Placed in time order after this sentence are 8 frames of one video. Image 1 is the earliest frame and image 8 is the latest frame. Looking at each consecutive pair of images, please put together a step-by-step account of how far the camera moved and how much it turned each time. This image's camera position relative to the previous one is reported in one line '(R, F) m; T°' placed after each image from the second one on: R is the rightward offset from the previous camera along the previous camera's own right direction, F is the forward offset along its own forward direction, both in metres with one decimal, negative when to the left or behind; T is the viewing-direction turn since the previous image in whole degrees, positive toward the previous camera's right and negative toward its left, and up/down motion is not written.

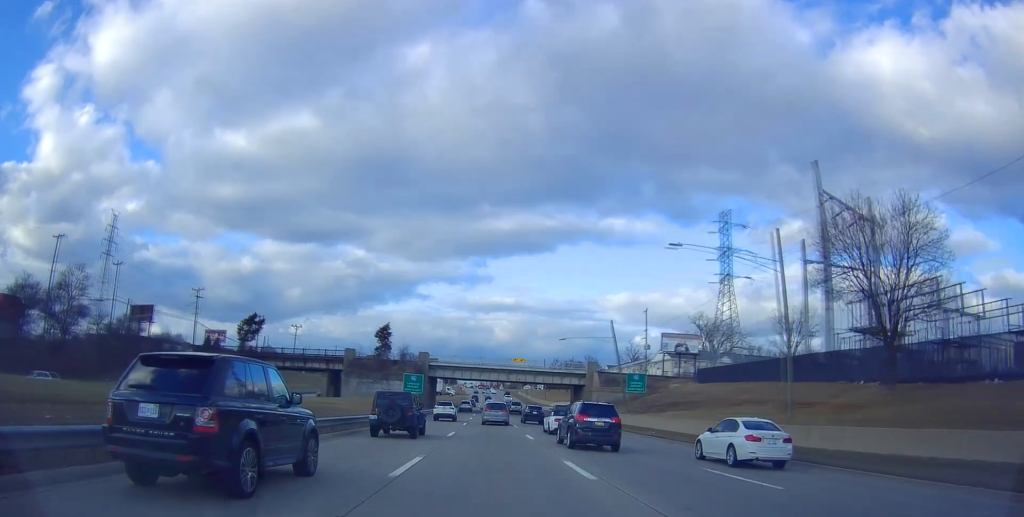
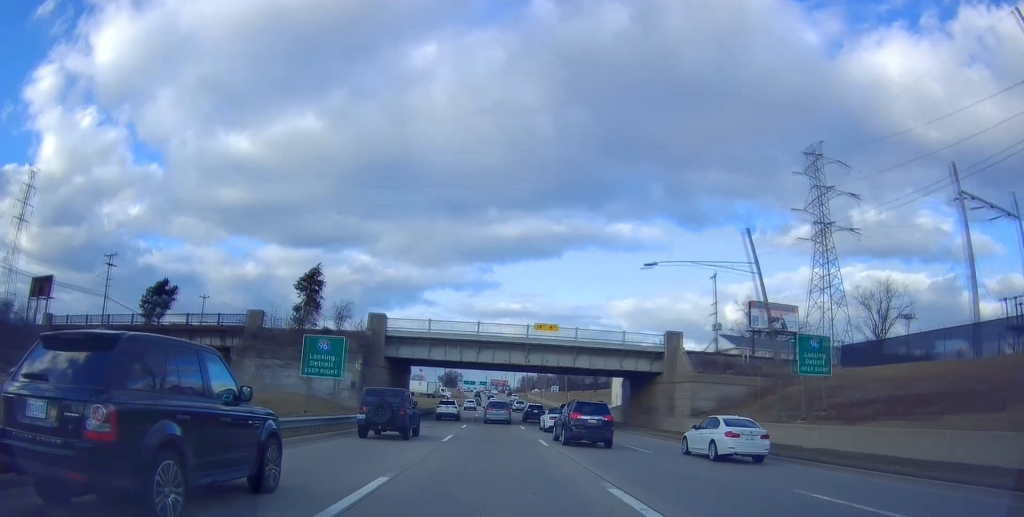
(-0.8, +36.9) m; -1°
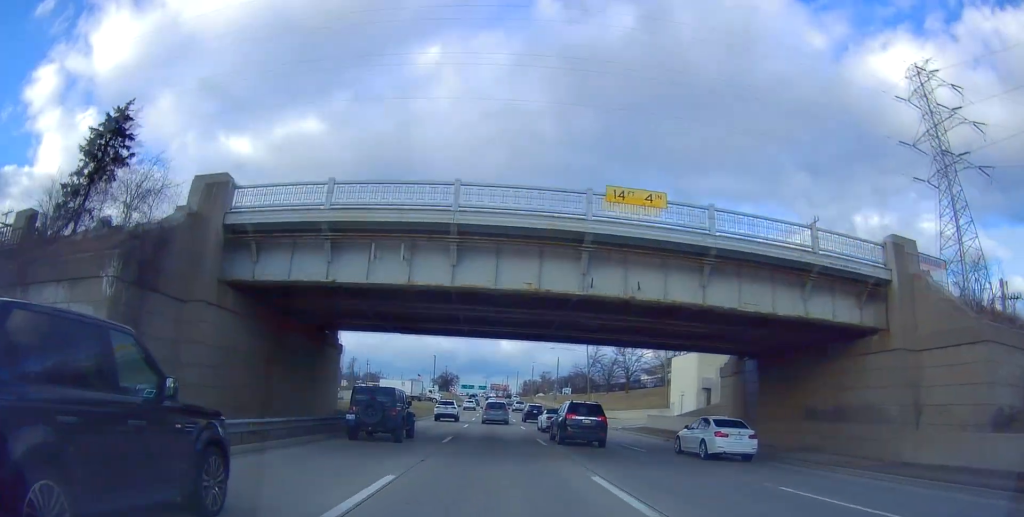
(+0.6, +29.7) m; +2°
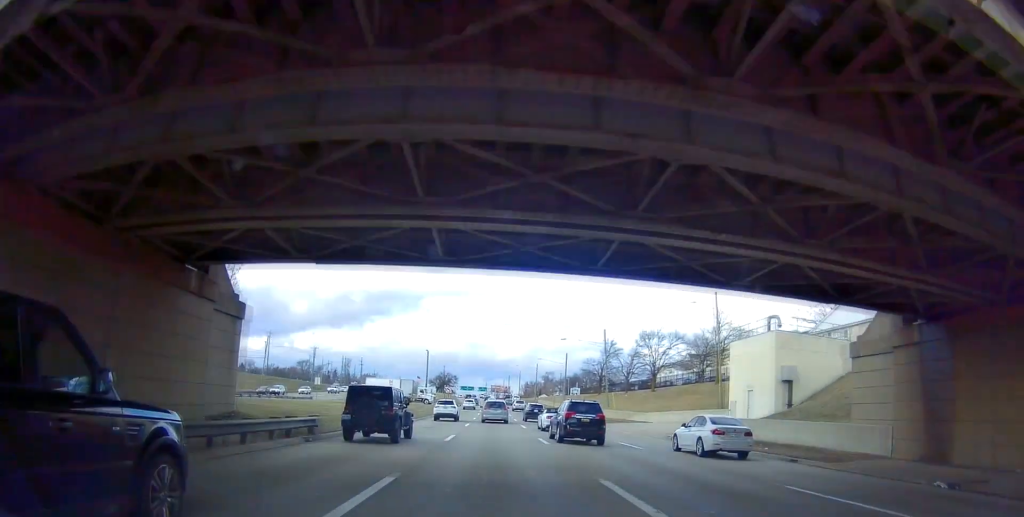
(+0.1, +15.1) m; 0°
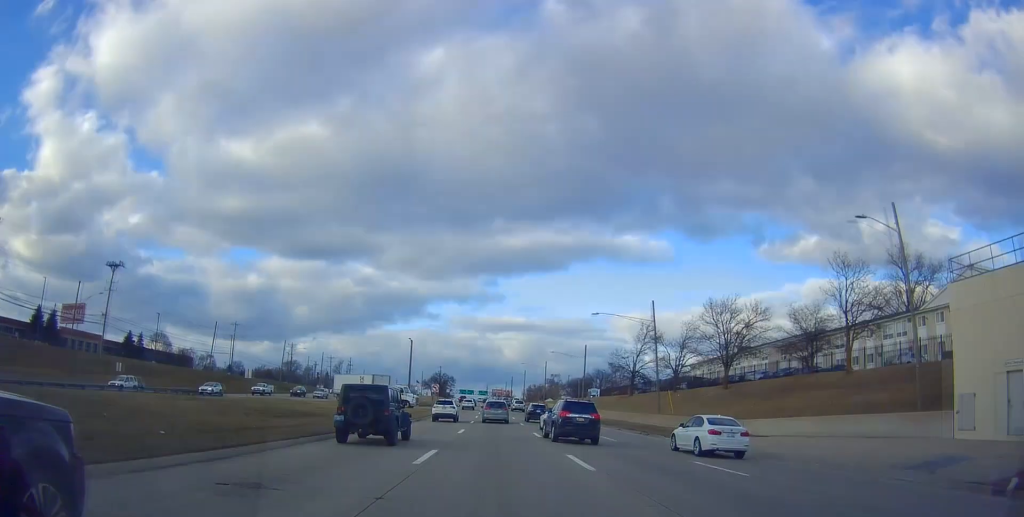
(-0.2, +24.6) m; -2°
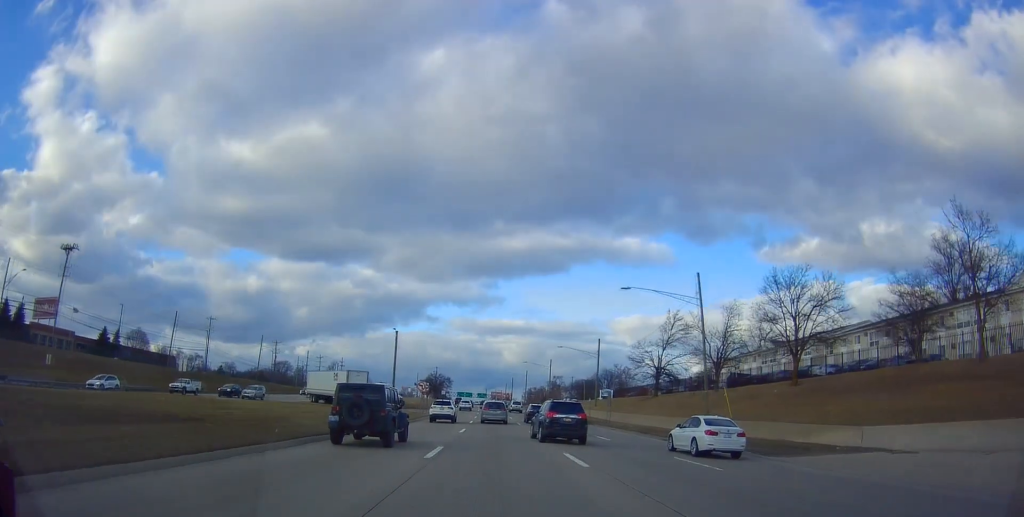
(-0.4, +13.4) m; 0°
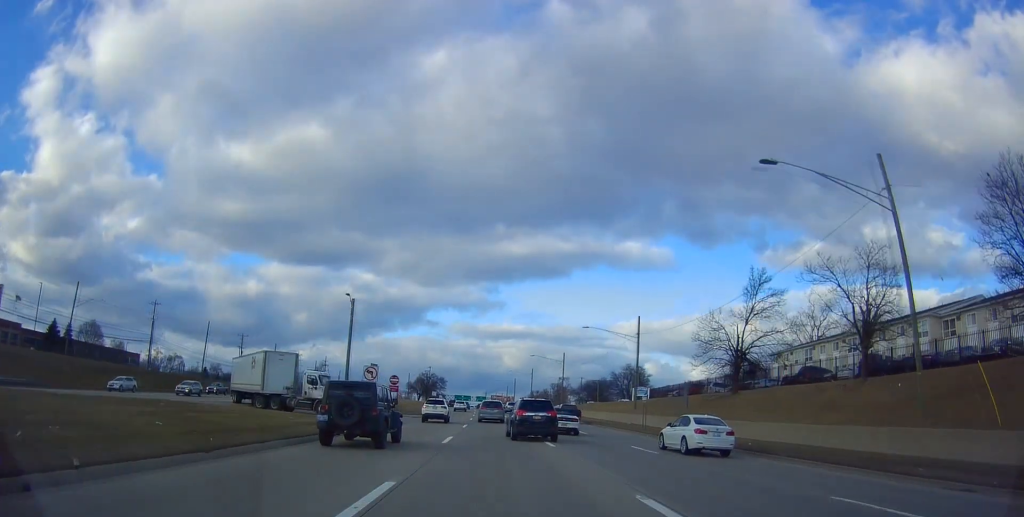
(+0.4, +24.5) m; +1°
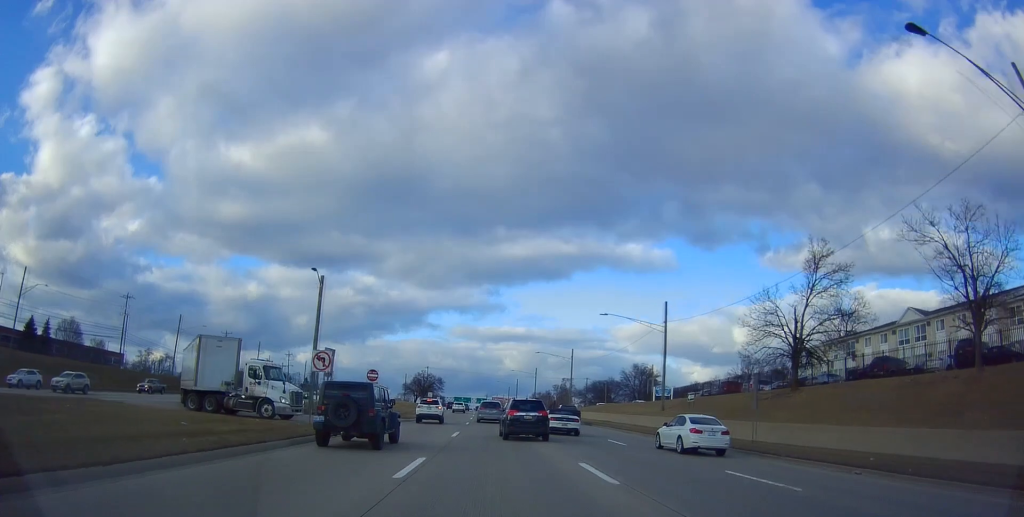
(+0.1, +10.3) m; 0°
